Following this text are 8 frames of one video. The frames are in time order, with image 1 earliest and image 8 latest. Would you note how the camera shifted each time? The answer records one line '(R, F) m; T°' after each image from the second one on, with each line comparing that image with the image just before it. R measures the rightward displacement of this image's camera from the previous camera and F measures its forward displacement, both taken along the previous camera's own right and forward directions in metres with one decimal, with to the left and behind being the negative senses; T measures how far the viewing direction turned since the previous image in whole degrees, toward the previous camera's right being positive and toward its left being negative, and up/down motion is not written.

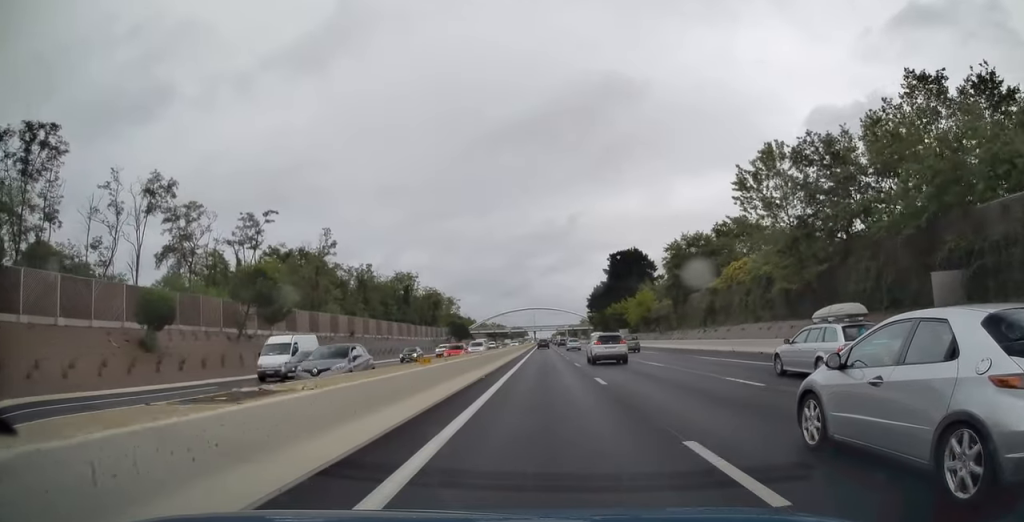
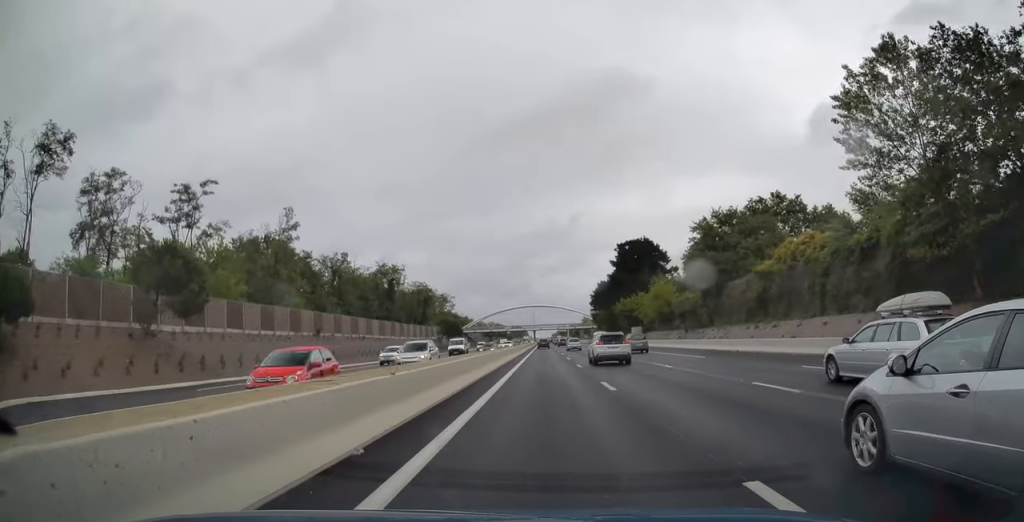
(-0.1, +15.2) m; 0°
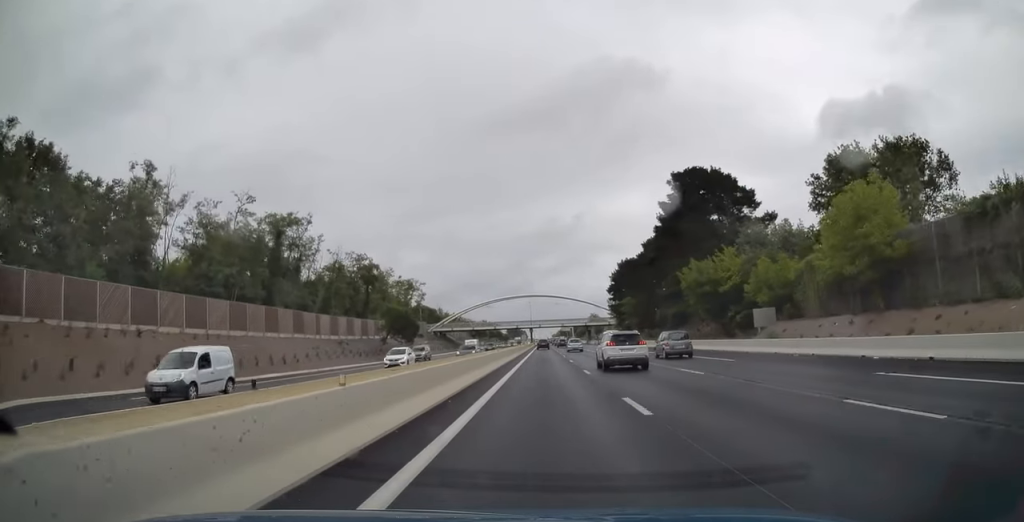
(+0.7, +56.8) m; +1°
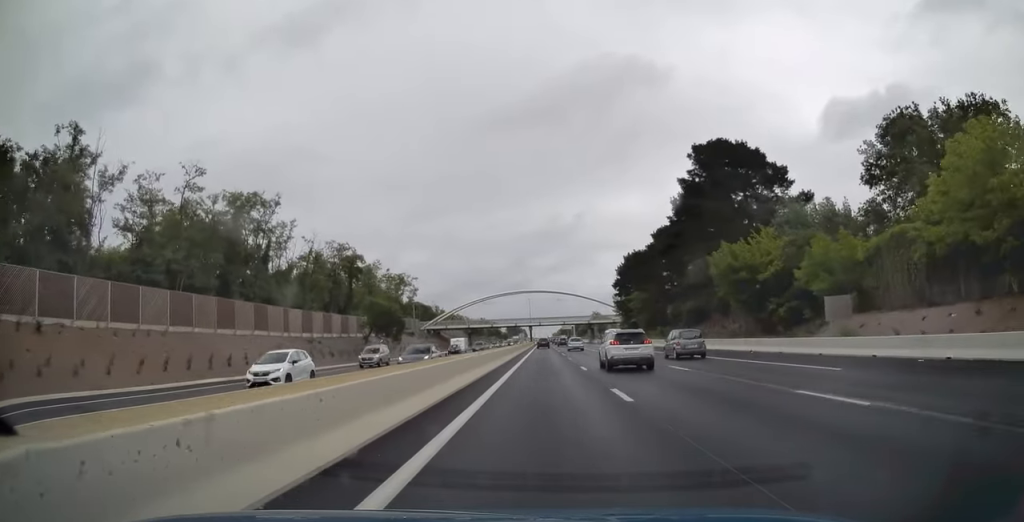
(0.0, +10.9) m; 0°
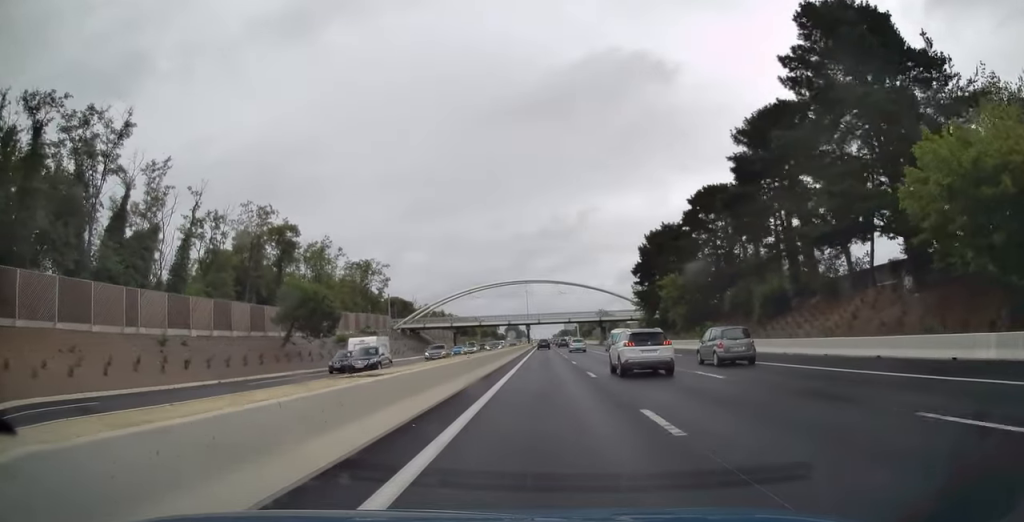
(-0.3, +30.4) m; 0°
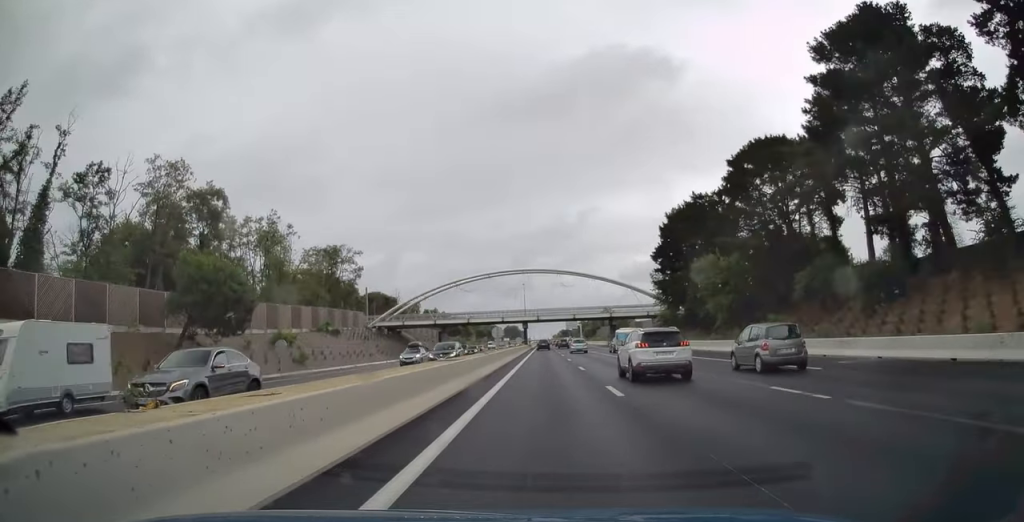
(+0.2, +20.0) m; 0°
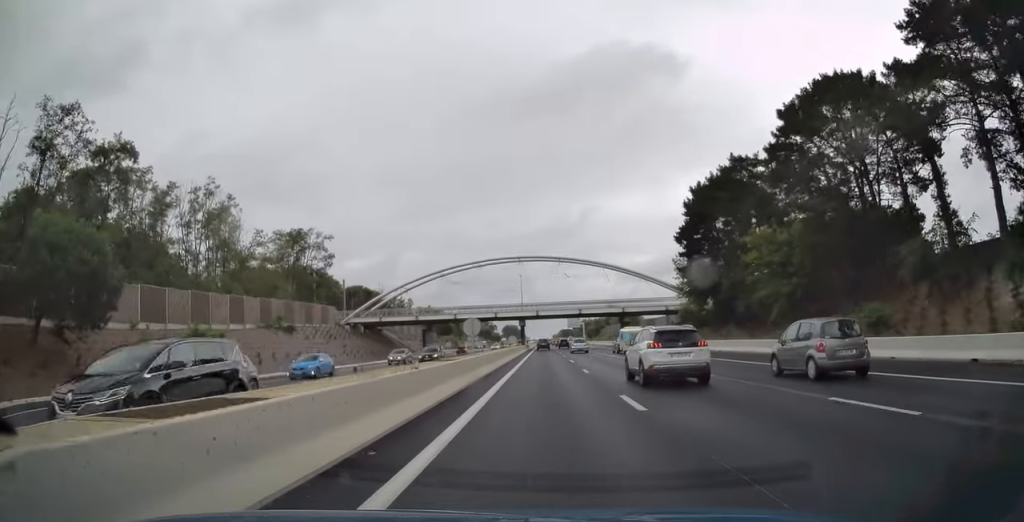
(+0.1, +16.0) m; 0°
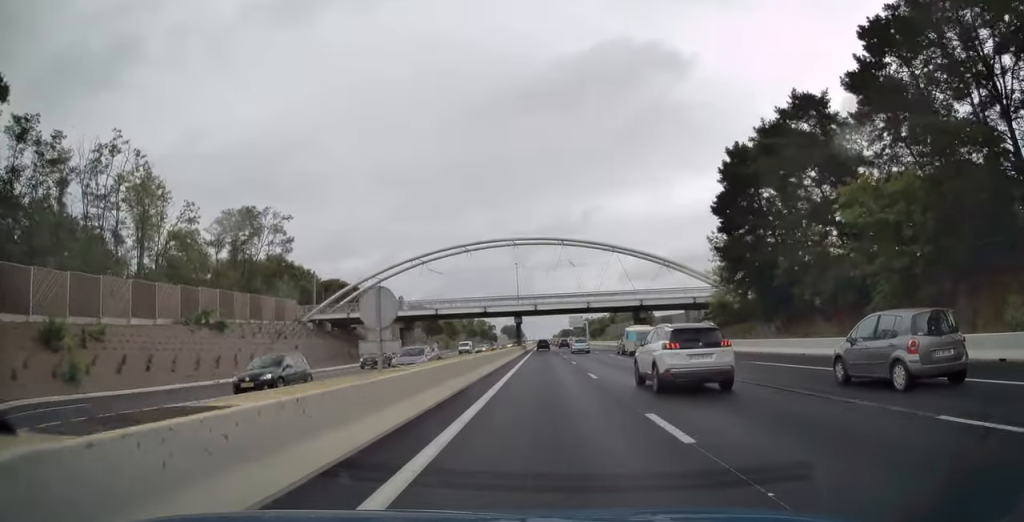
(0.0, +16.5) m; 0°
